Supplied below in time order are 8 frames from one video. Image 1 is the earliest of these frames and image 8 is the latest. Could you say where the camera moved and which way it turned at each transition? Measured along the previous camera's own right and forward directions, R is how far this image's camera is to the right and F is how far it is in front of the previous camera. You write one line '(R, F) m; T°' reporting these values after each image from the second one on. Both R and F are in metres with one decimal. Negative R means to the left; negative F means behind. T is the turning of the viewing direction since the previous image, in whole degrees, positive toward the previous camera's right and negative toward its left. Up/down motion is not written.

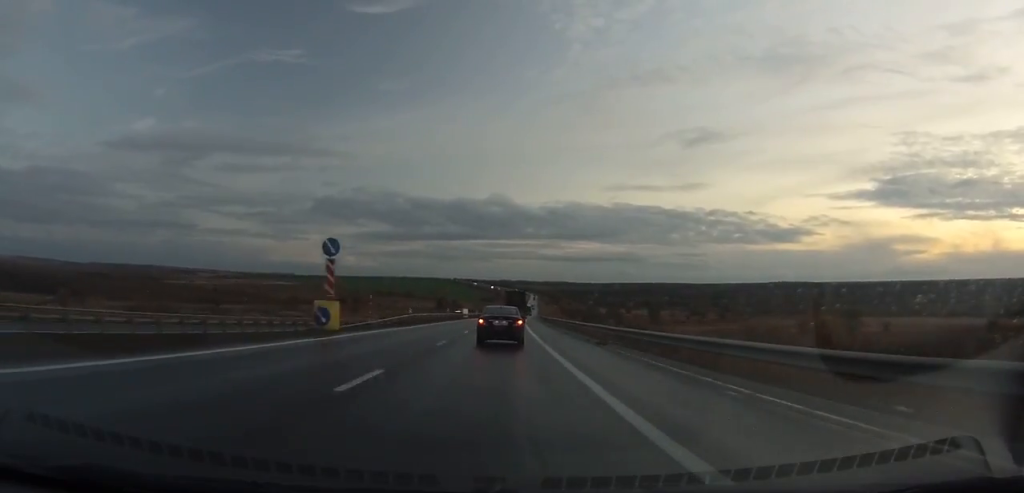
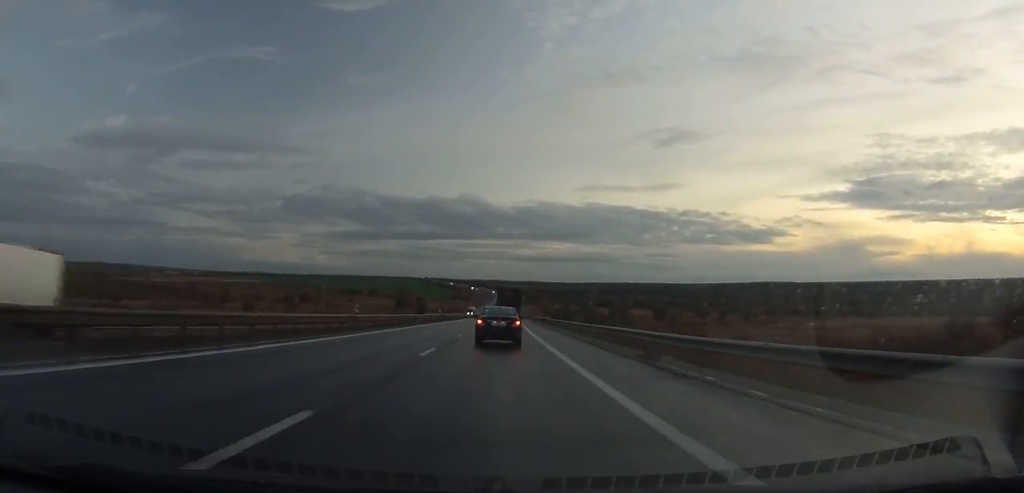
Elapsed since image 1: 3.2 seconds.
(+0.9, +78.3) m; +1°
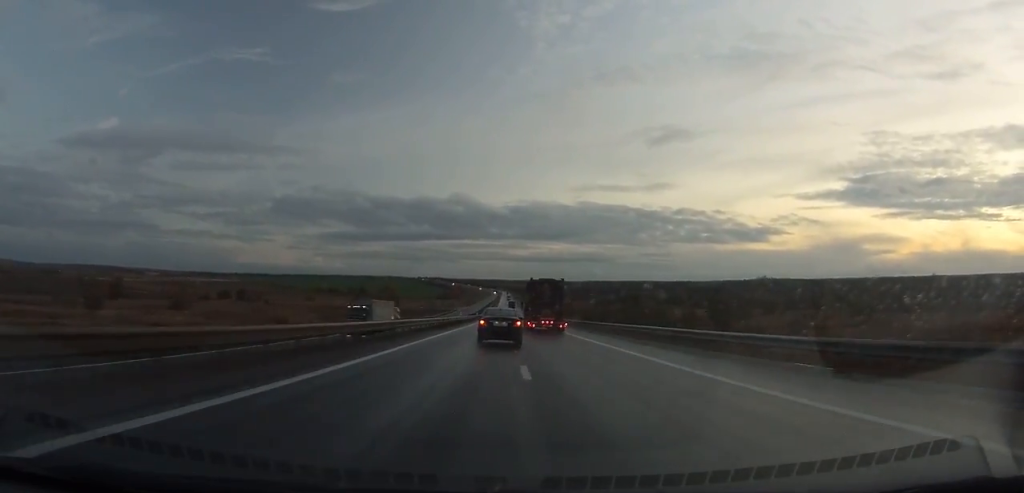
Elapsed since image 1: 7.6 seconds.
(+0.3, +107.2) m; +1°
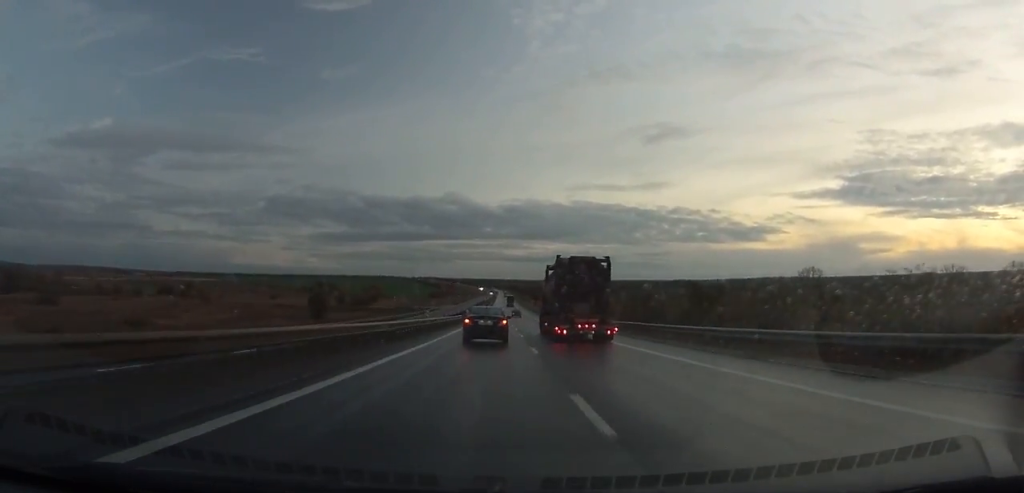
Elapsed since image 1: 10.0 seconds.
(+0.3, +58.7) m; +1°
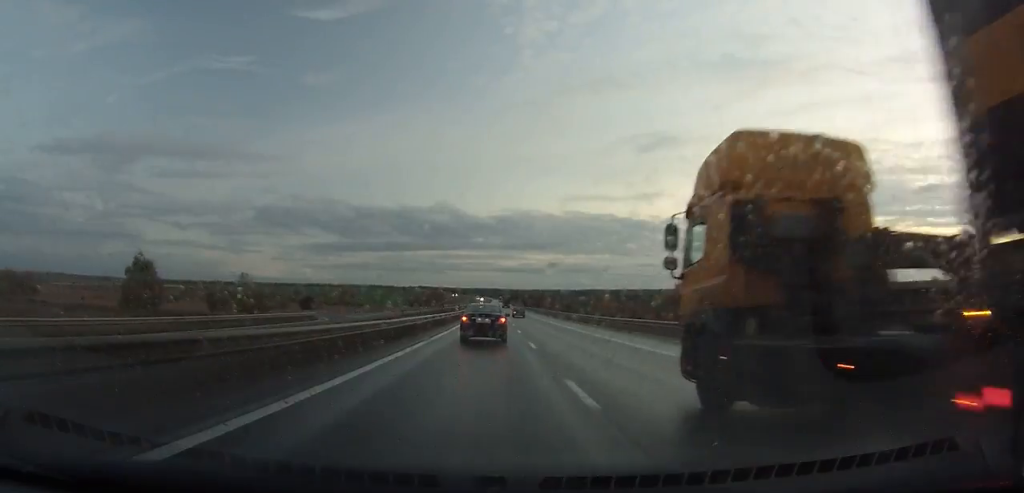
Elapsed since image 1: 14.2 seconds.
(+0.8, +107.0) m; +1°
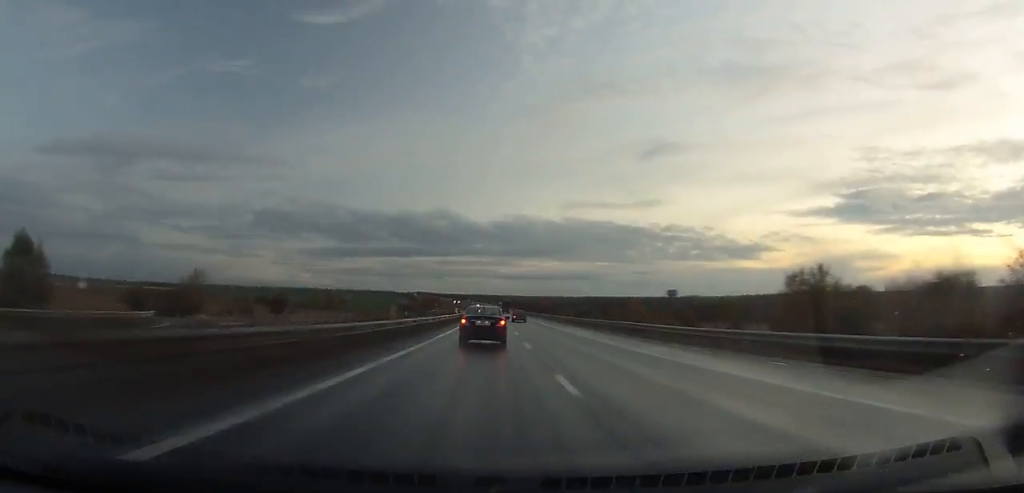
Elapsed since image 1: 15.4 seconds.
(+0.1, +32.5) m; 0°
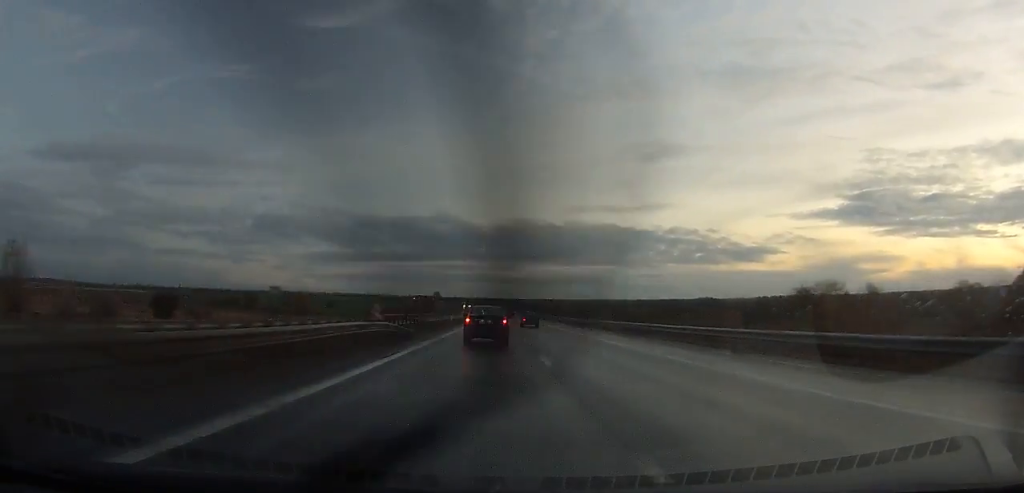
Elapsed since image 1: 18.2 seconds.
(+0.1, +77.4) m; 0°
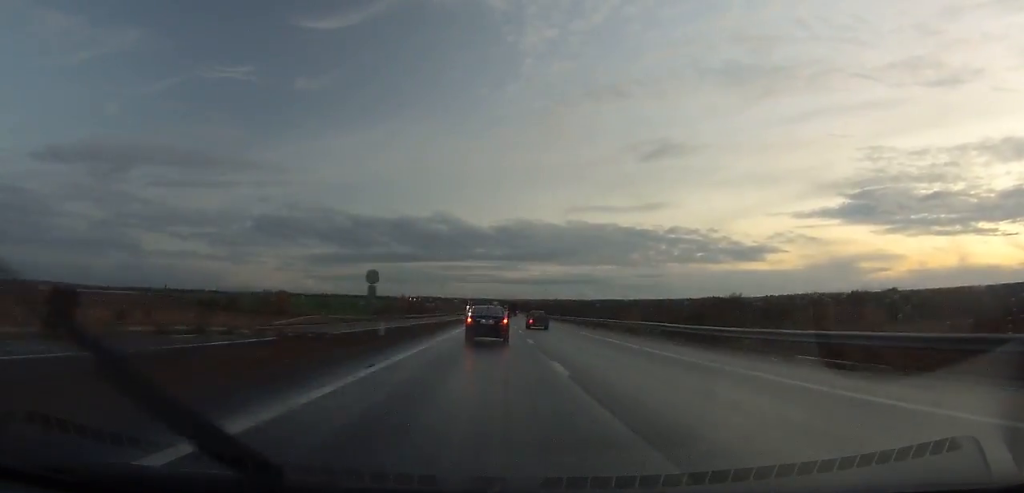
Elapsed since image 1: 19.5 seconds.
(-0.1, +36.8) m; 0°
